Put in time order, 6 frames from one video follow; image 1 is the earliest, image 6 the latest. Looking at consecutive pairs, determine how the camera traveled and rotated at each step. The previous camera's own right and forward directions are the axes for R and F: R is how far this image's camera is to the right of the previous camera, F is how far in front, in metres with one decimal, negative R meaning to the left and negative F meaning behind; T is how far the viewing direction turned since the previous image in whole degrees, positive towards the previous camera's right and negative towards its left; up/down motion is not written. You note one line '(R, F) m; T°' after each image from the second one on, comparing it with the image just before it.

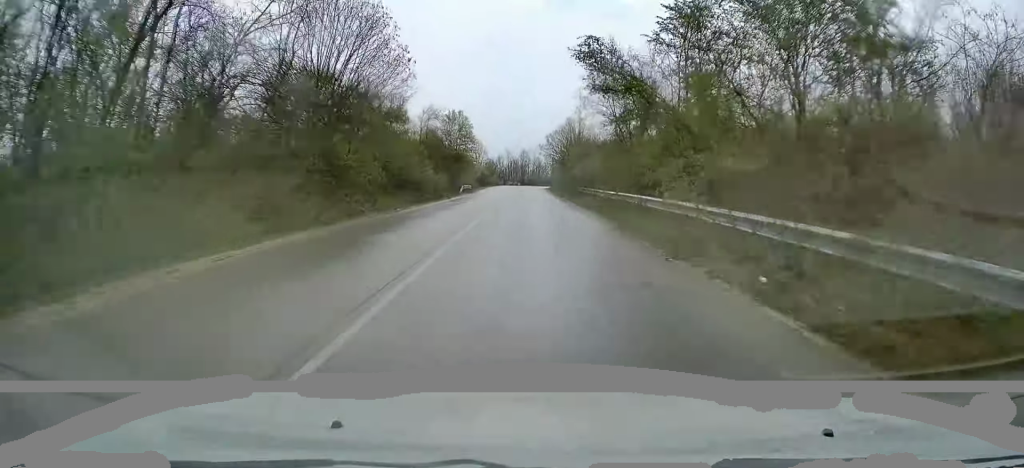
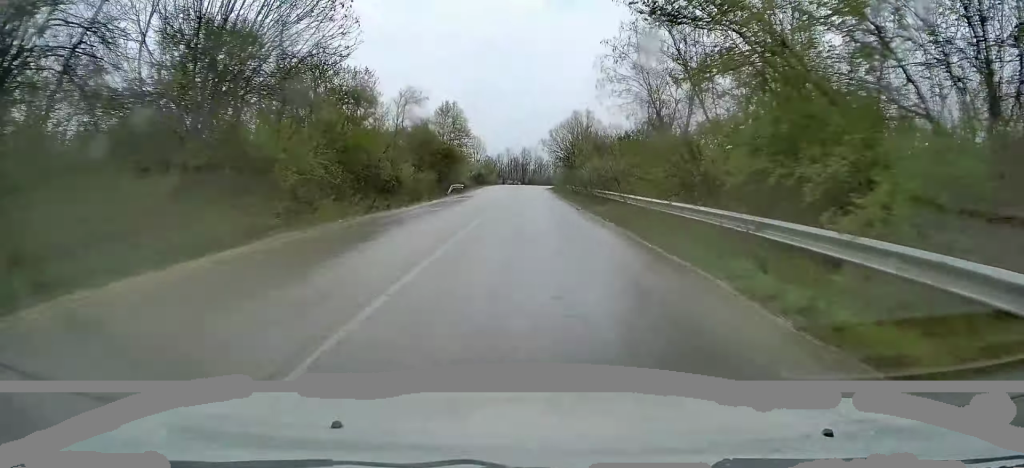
(+0.3, +9.1) m; -1°
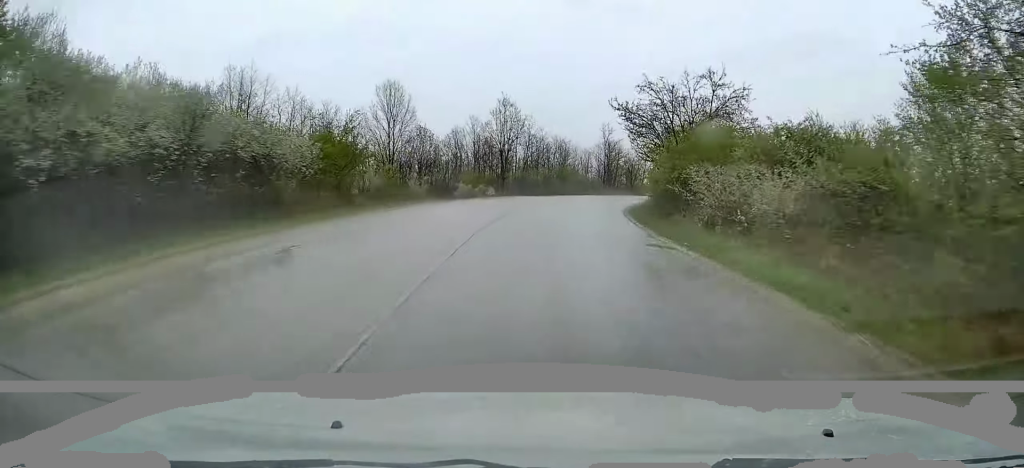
(0.0, +81.2) m; +2°
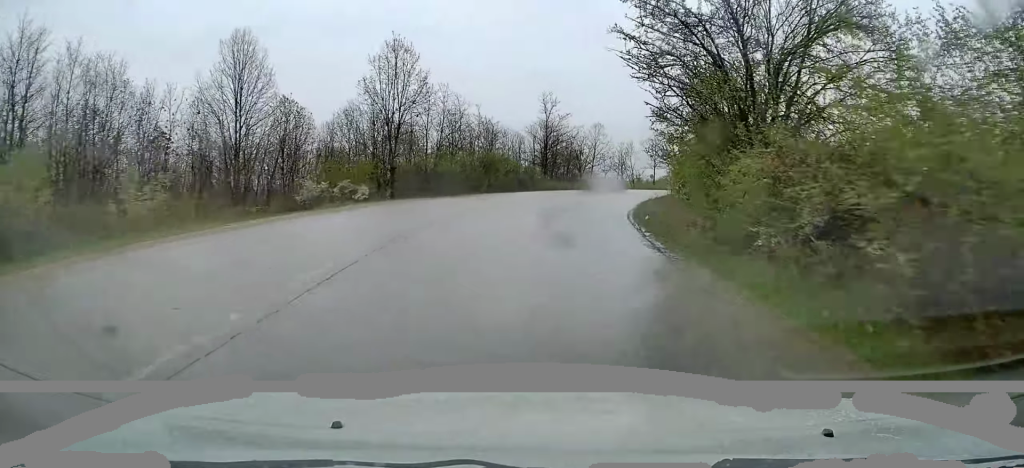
(+0.9, +19.9) m; +7°
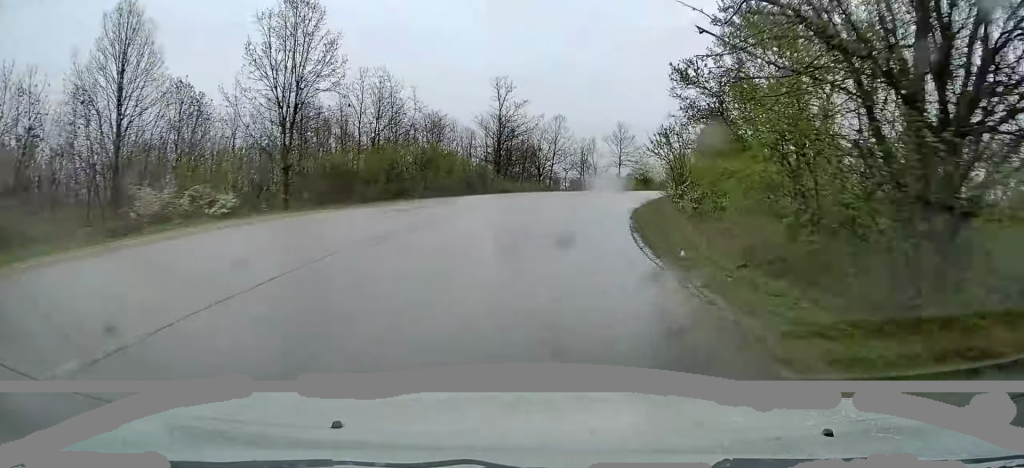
(+0.3, +8.9) m; +4°
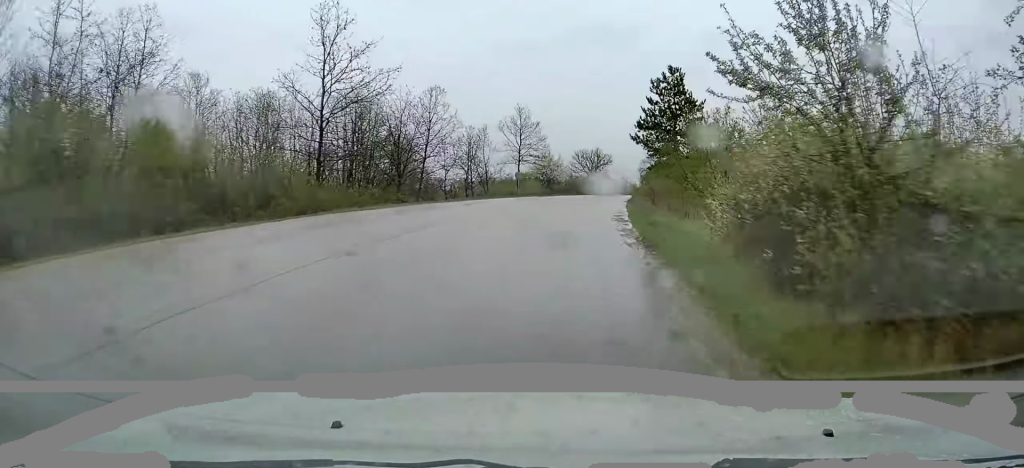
(+1.3, +20.4) m; +7°
